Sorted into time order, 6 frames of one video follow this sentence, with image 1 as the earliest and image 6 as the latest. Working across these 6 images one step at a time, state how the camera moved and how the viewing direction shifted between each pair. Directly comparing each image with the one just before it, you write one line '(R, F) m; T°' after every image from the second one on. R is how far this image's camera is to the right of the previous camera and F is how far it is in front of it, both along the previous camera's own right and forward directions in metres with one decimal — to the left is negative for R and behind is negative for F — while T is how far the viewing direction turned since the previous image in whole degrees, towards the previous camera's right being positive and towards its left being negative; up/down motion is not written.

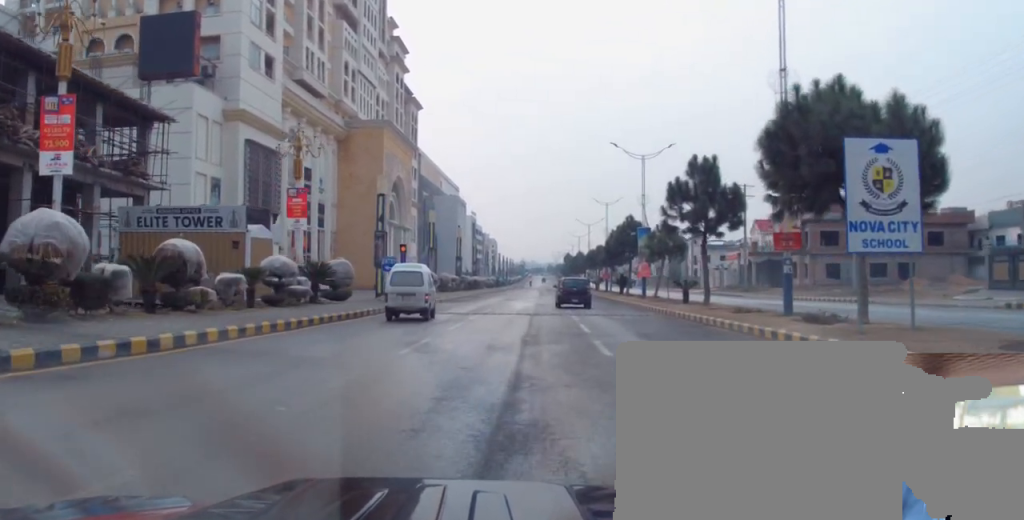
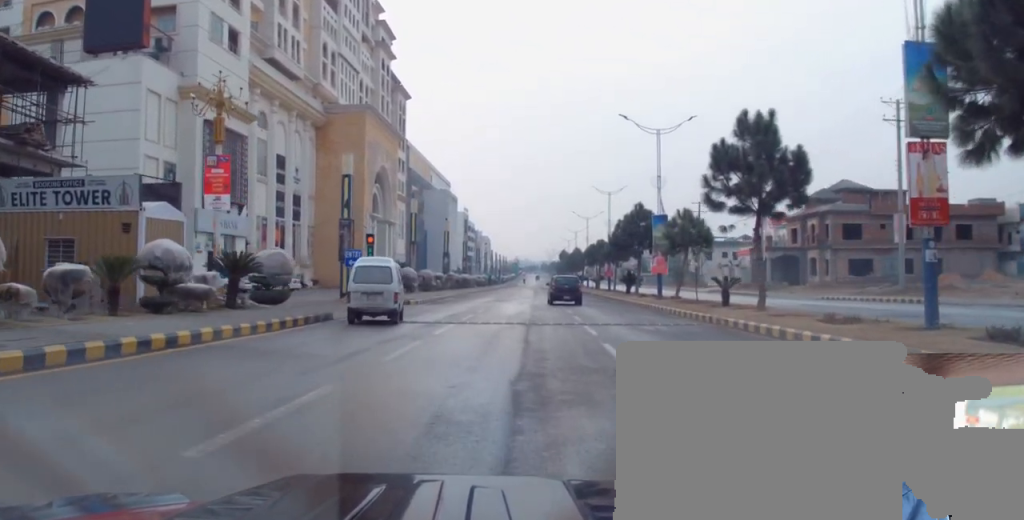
(+0.3, +8.0) m; +5°
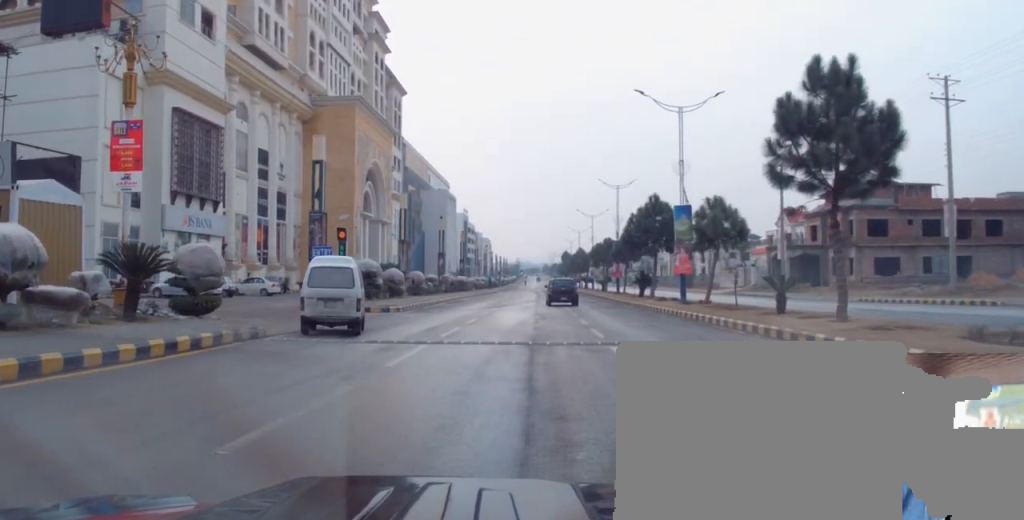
(+0.1, +6.0) m; -3°
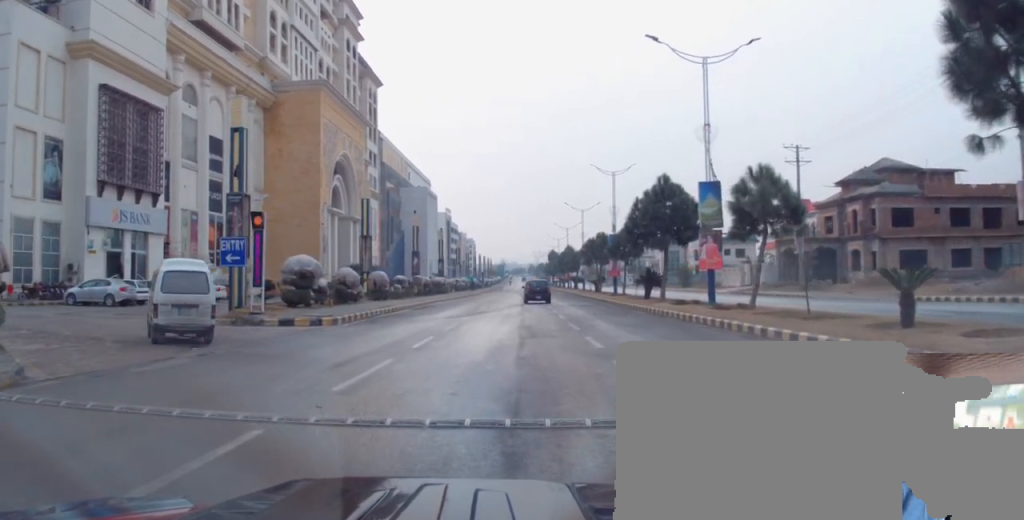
(-0.6, +9.0) m; -3°
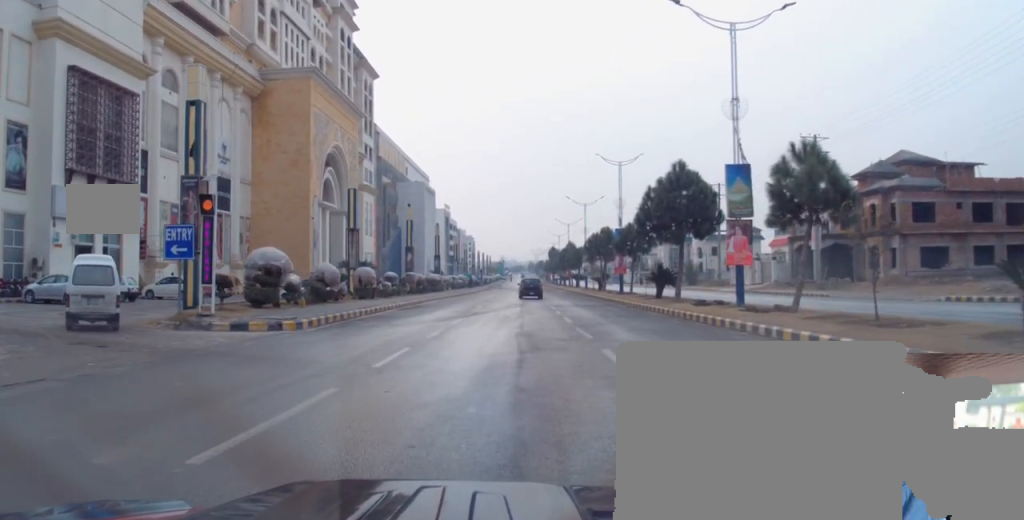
(+0.1, +4.4) m; +3°
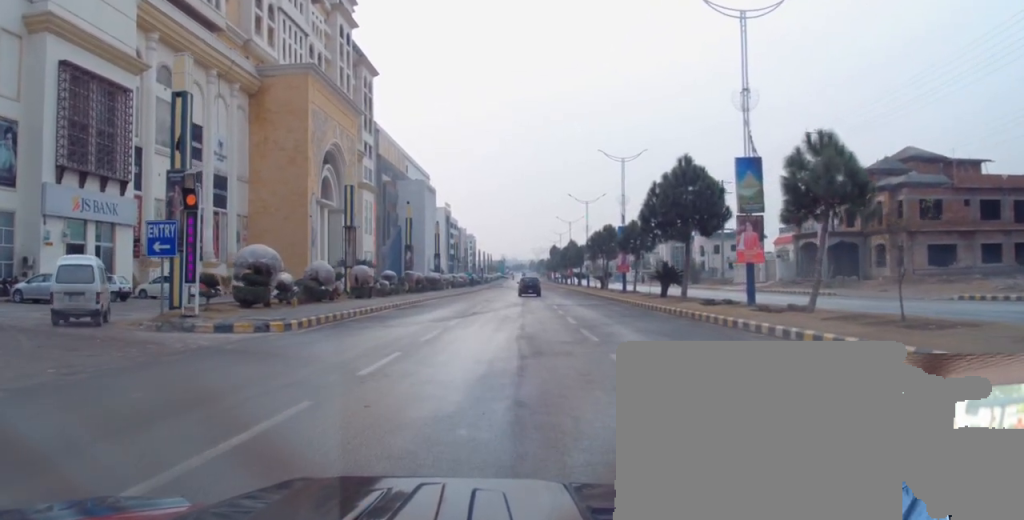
(+0.2, +1.4) m; -1°
